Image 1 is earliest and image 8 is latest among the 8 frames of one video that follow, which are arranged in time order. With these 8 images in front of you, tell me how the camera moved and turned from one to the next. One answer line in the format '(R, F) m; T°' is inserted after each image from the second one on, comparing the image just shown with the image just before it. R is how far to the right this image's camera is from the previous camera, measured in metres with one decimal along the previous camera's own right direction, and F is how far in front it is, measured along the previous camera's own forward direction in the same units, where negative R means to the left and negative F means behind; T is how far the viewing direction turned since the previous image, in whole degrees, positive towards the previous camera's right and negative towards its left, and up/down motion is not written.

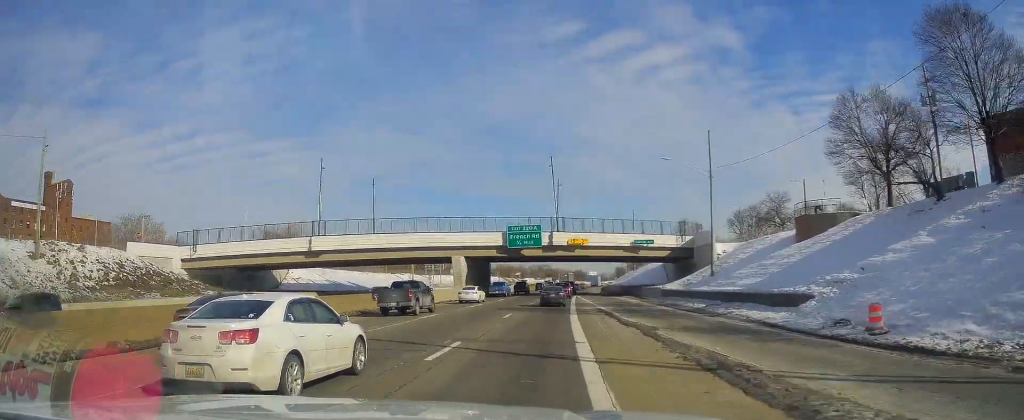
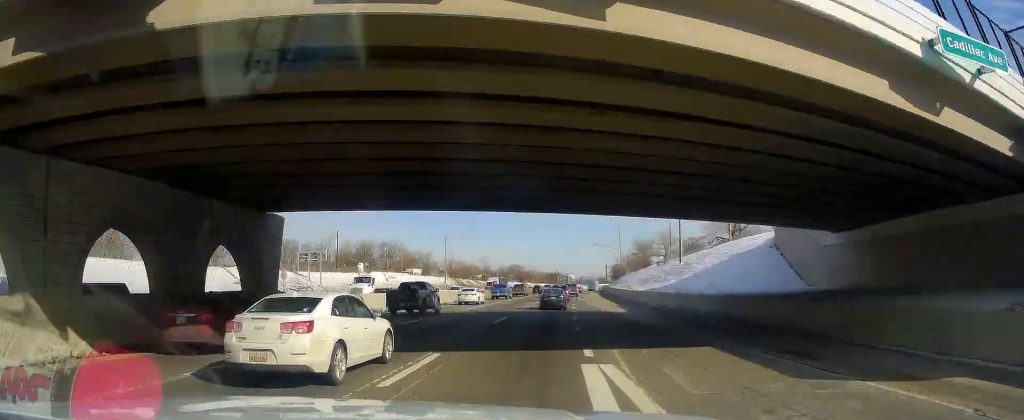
(+1.2, +62.7) m; +1°
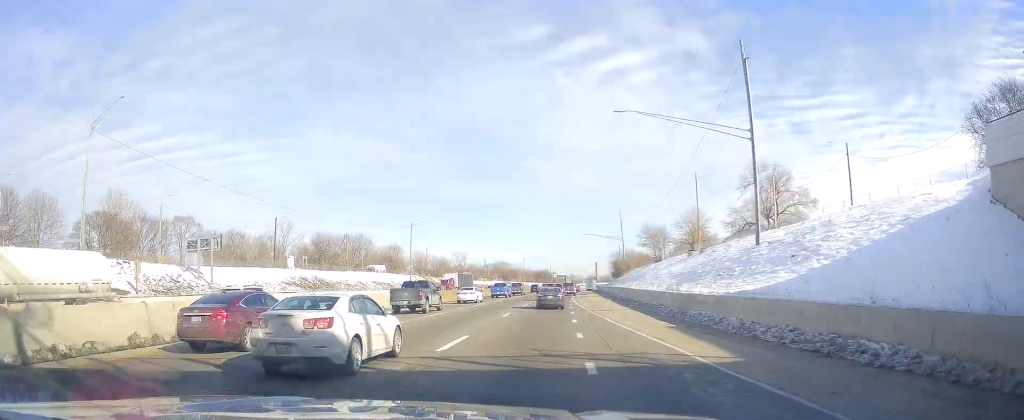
(+0.1, +26.2) m; +1°
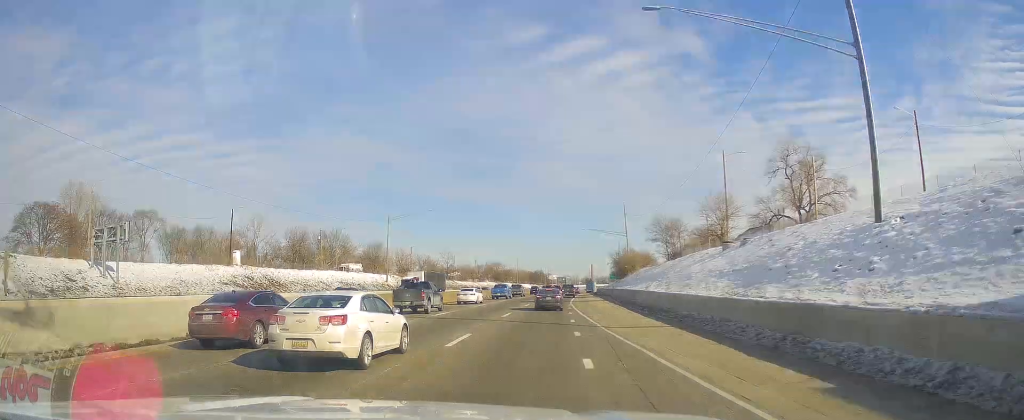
(+0.1, +14.5) m; +1°
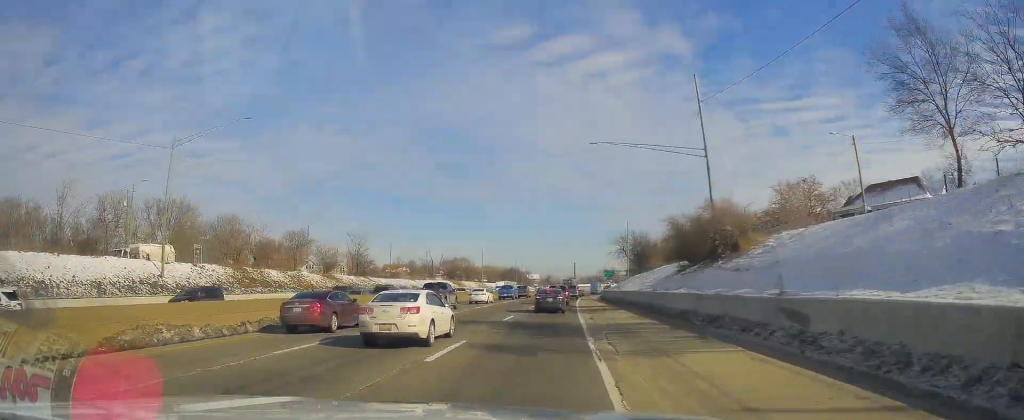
(+0.7, +65.0) m; +2°
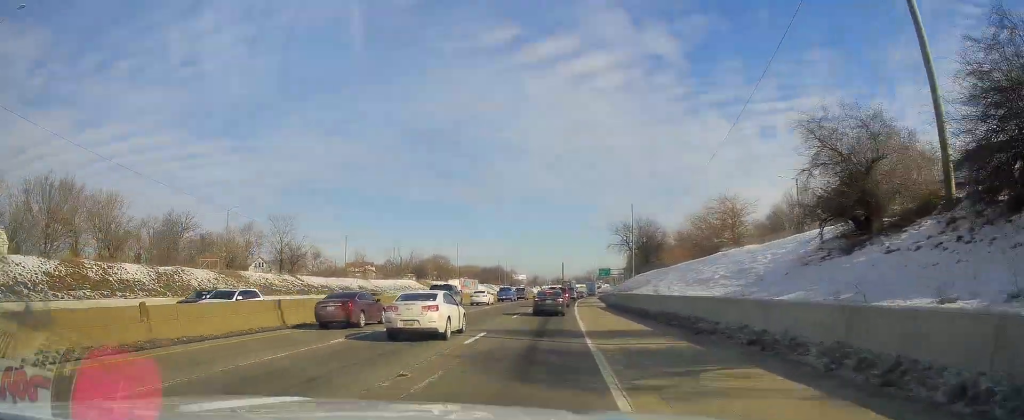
(+0.5, +26.4) m; +1°
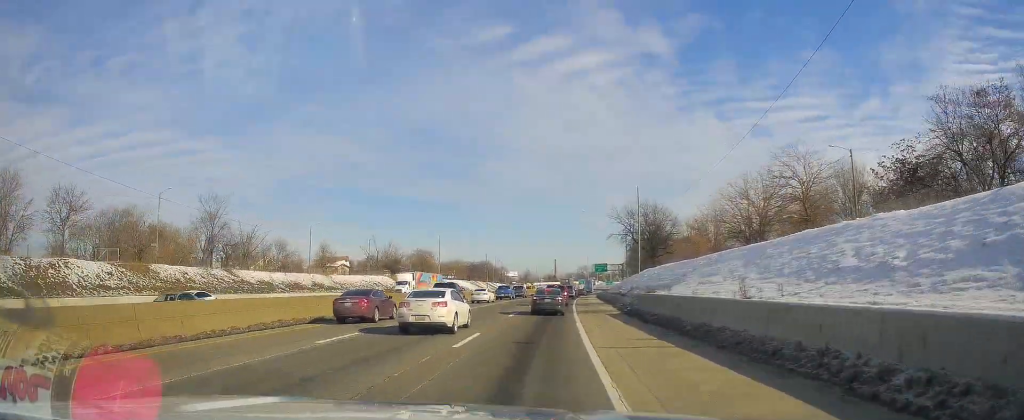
(-0.3, +16.3) m; 0°
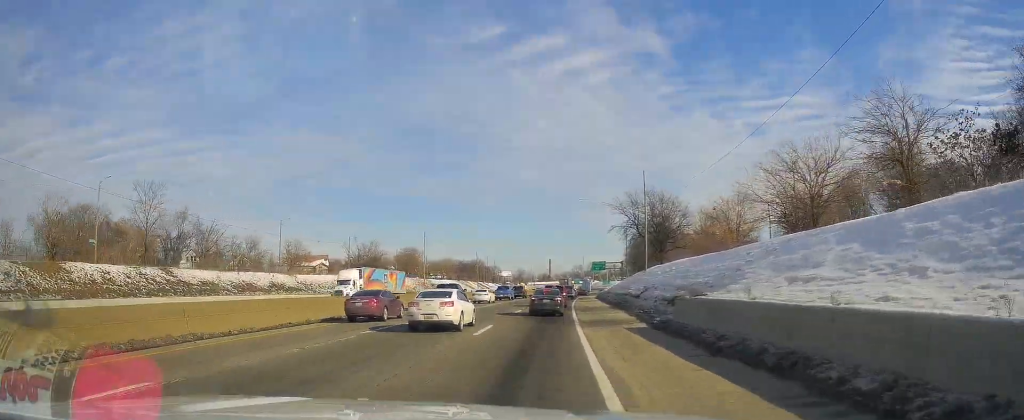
(+0.2, +11.5) m; 0°
